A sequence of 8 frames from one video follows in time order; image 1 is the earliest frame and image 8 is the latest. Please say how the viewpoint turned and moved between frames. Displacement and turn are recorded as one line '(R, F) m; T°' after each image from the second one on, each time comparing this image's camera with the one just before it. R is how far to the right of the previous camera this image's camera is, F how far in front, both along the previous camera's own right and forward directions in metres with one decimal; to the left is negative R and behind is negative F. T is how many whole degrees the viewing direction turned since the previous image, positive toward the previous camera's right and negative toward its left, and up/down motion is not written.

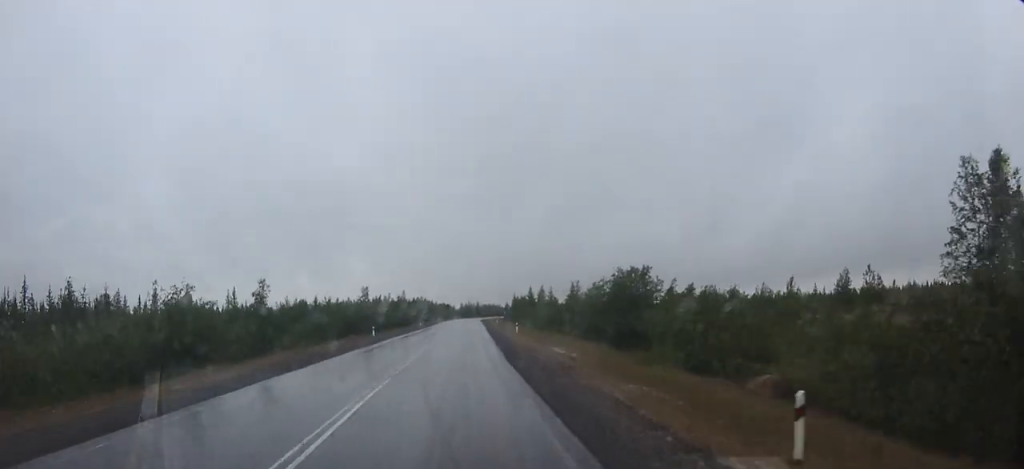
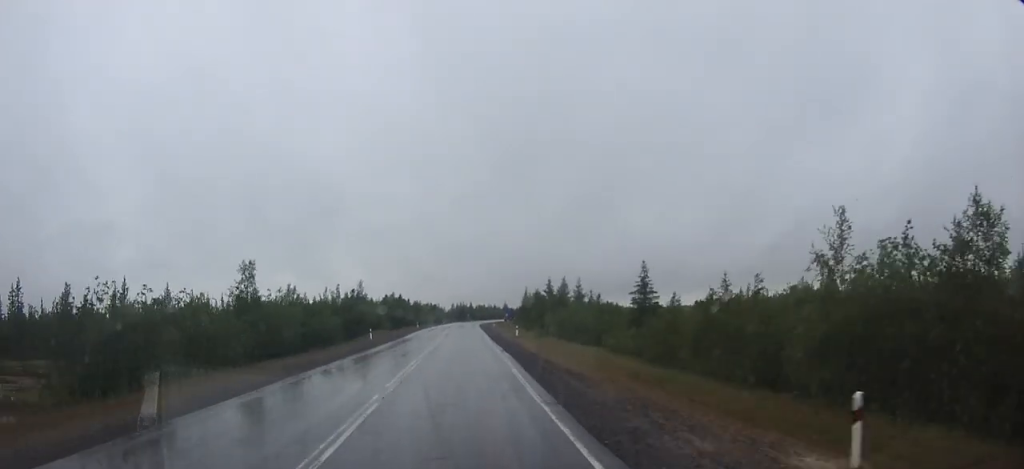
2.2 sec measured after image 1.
(+0.5, +50.2) m; +1°
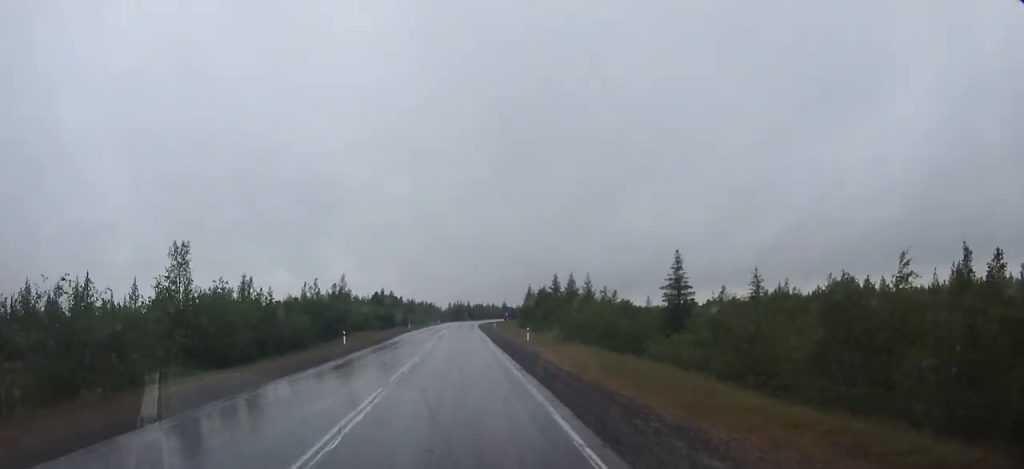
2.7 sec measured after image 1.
(0.0, +11.5) m; 0°
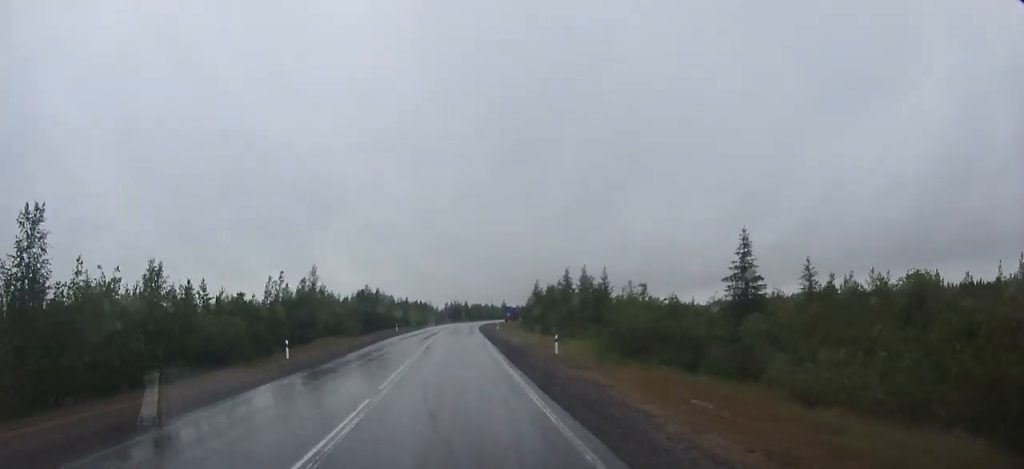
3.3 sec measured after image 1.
(+0.1, +14.4) m; 0°
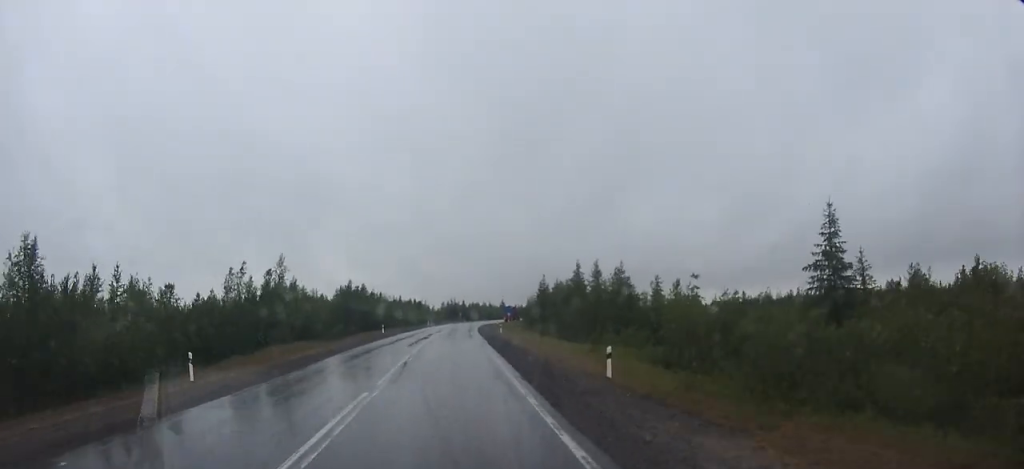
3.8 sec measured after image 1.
(0.0, +11.3) m; 0°
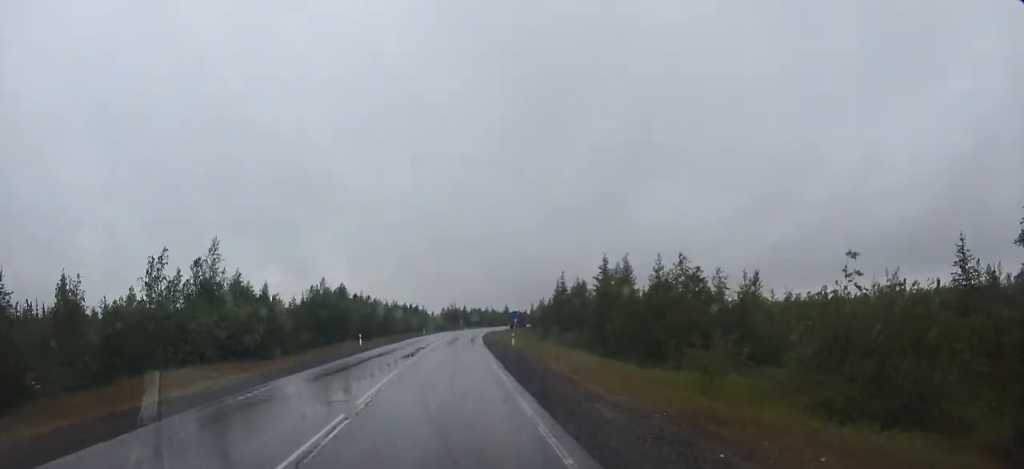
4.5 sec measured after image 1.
(0.0, +15.7) m; 0°
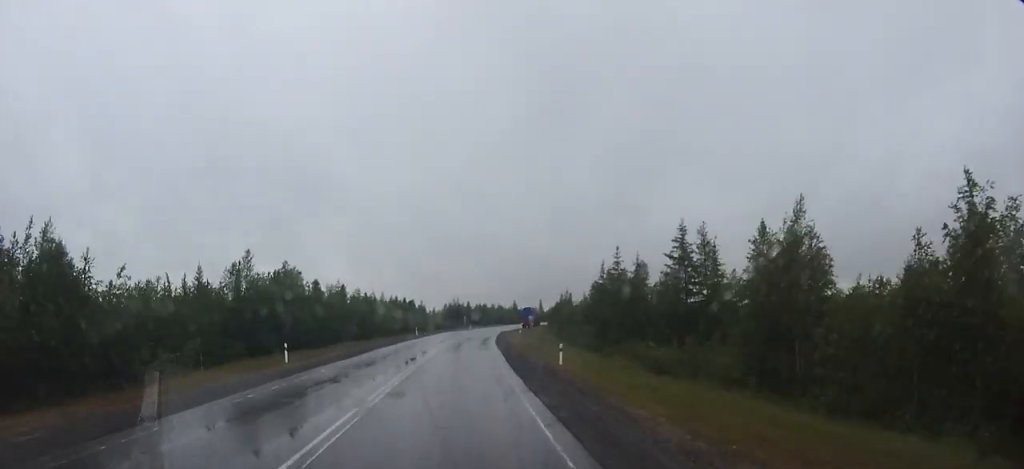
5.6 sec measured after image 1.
(0.0, +23.6) m; 0°
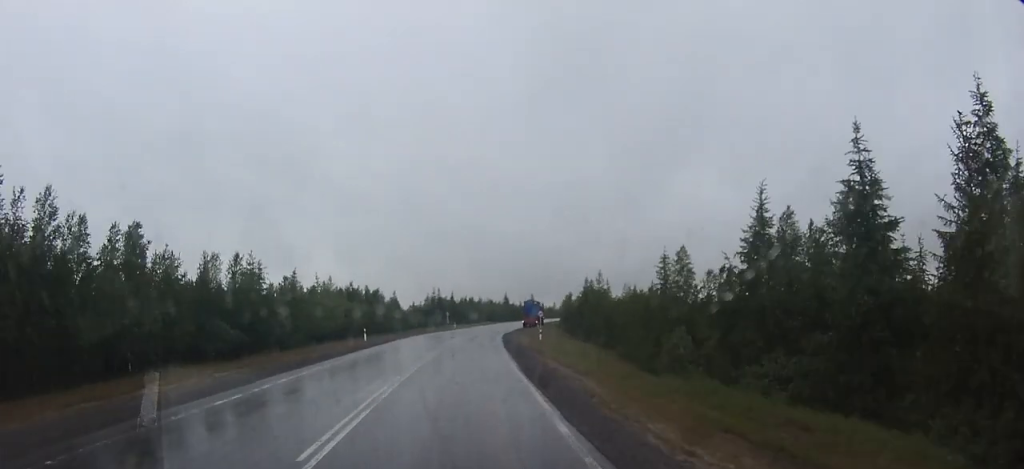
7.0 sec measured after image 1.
(+0.2, +32.1) m; +1°
